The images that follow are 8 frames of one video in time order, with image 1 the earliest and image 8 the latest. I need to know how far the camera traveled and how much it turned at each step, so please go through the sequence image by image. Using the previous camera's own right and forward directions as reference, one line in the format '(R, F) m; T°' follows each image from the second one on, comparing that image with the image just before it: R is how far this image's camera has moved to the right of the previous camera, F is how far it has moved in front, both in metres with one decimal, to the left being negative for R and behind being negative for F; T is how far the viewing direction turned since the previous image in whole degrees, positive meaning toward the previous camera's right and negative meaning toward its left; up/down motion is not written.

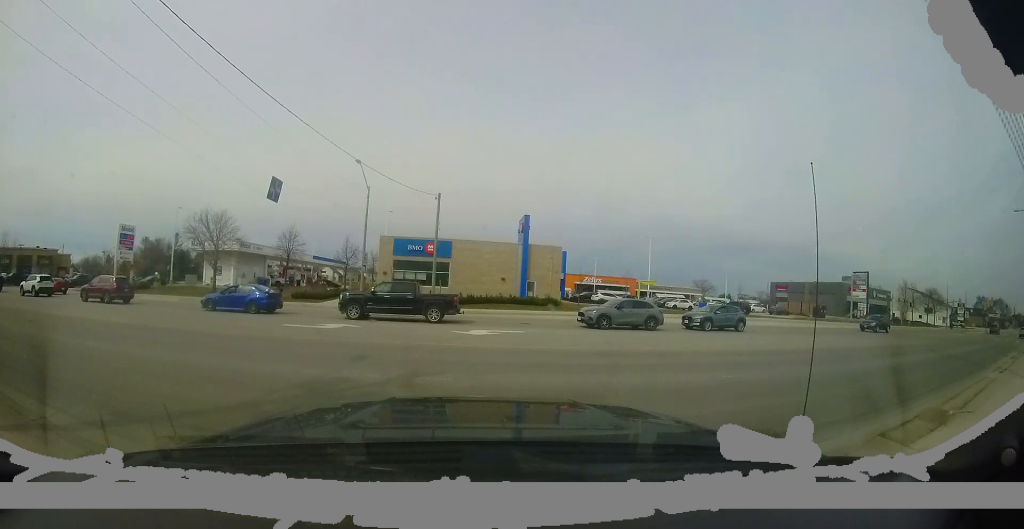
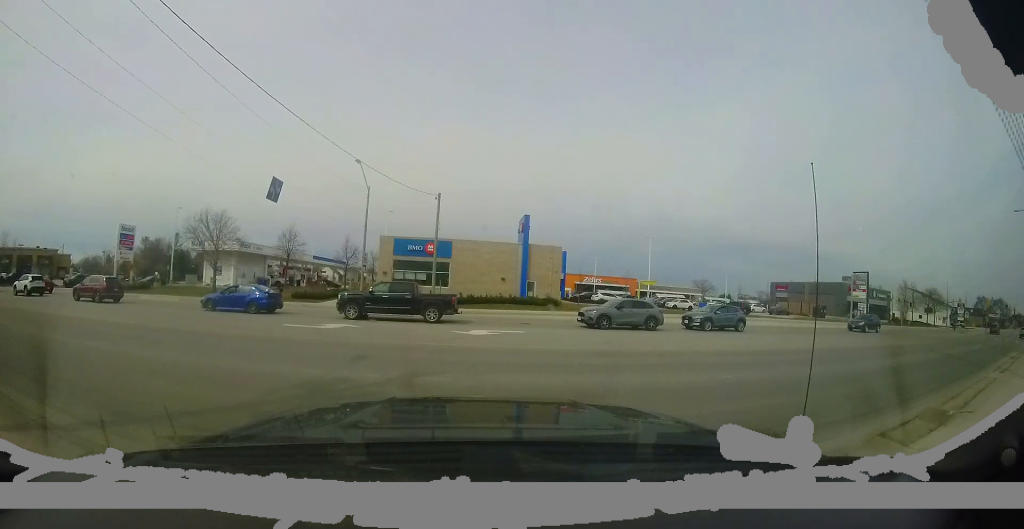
(0.0, 0.0) m; 0°
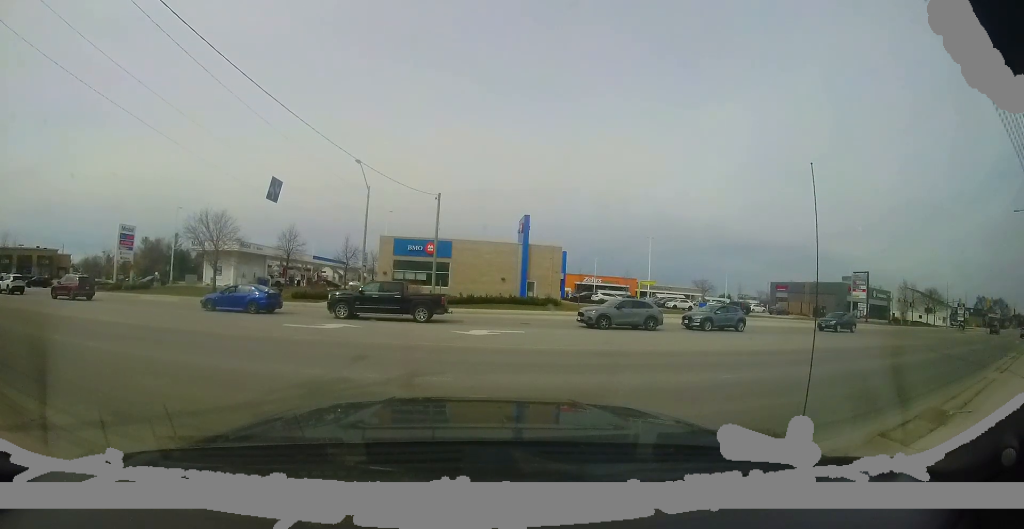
(-0.1, +0.3) m; 0°
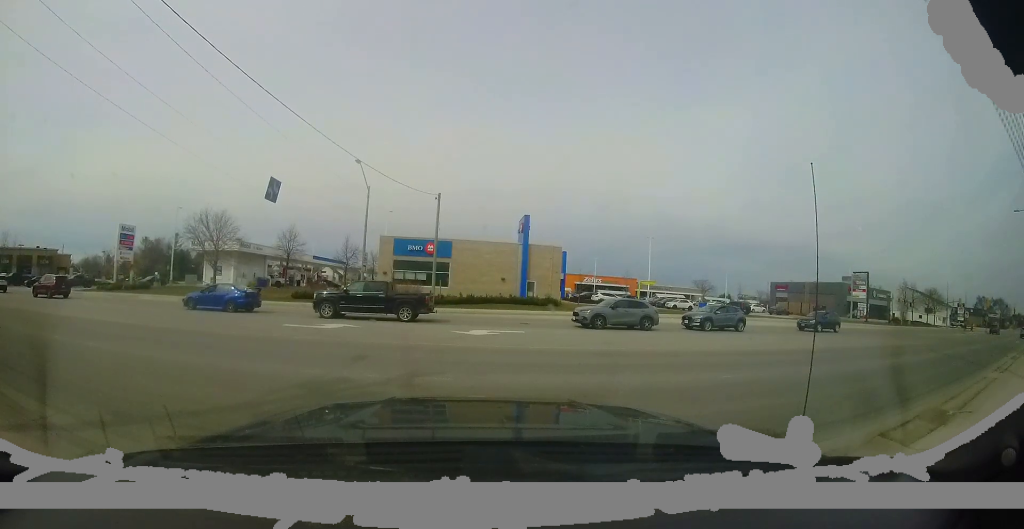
(+0.1, +0.3) m; 0°
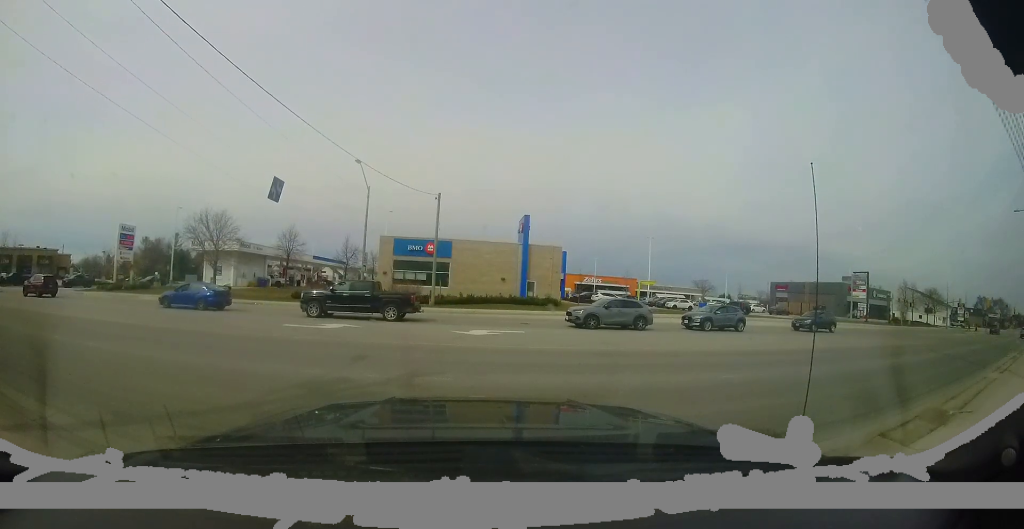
(0.0, 0.0) m; 0°
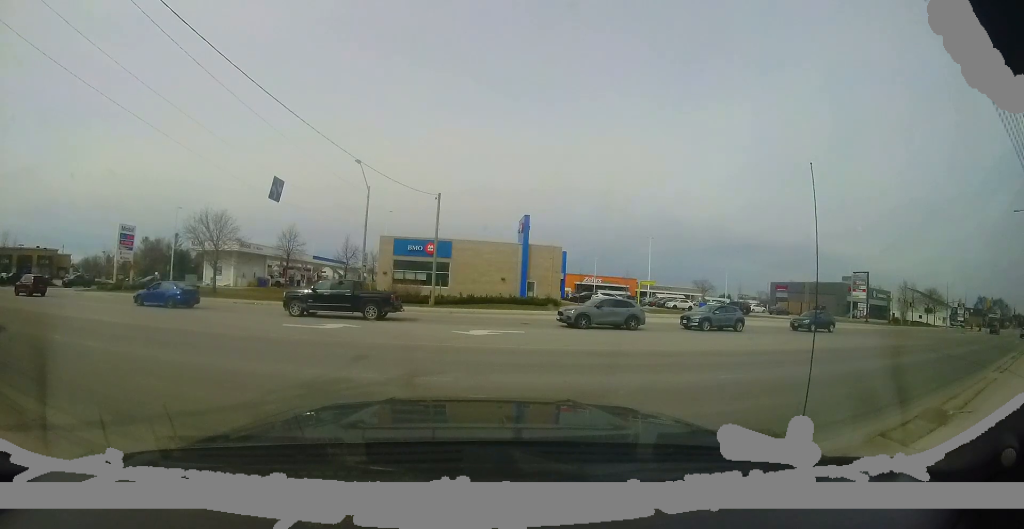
(0.0, 0.0) m; 0°
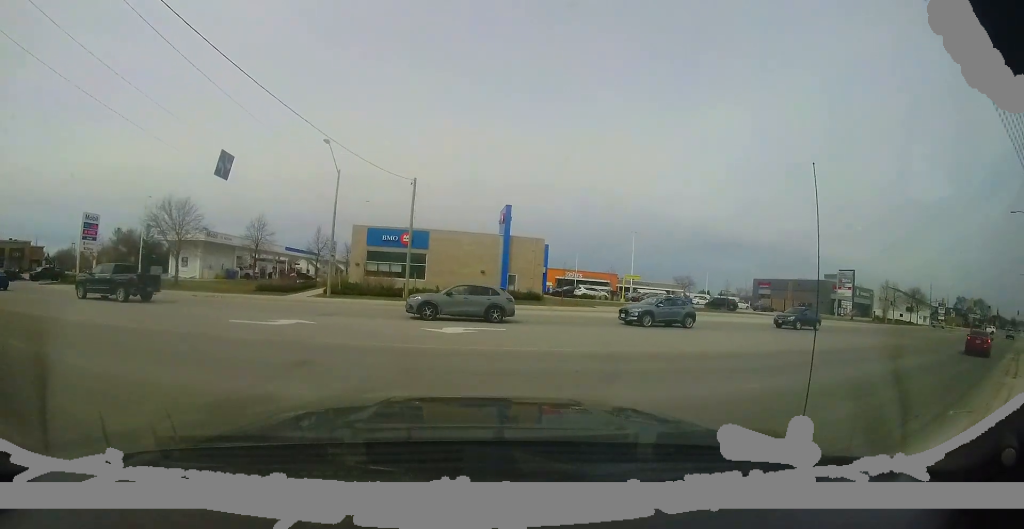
(-0.1, +1.0) m; 0°
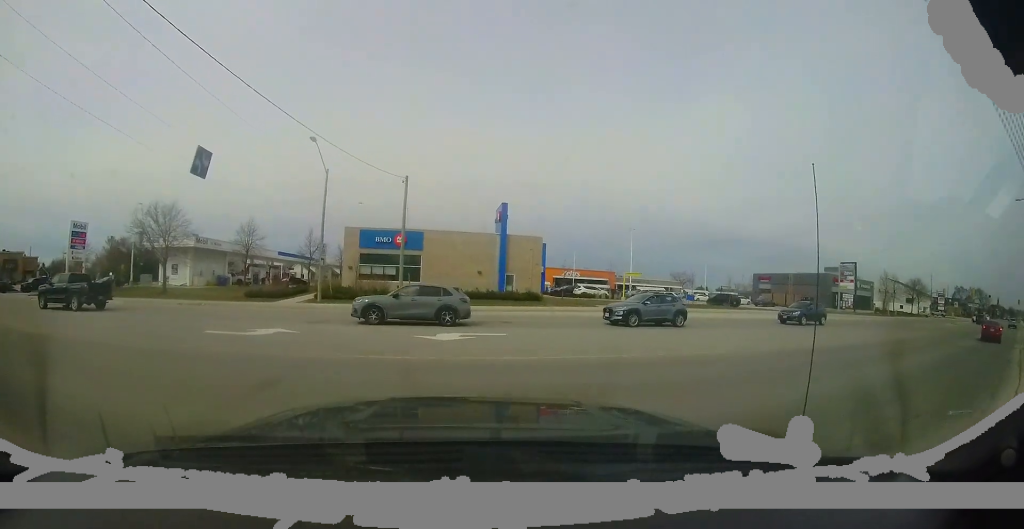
(0.0, +0.5) m; 0°
